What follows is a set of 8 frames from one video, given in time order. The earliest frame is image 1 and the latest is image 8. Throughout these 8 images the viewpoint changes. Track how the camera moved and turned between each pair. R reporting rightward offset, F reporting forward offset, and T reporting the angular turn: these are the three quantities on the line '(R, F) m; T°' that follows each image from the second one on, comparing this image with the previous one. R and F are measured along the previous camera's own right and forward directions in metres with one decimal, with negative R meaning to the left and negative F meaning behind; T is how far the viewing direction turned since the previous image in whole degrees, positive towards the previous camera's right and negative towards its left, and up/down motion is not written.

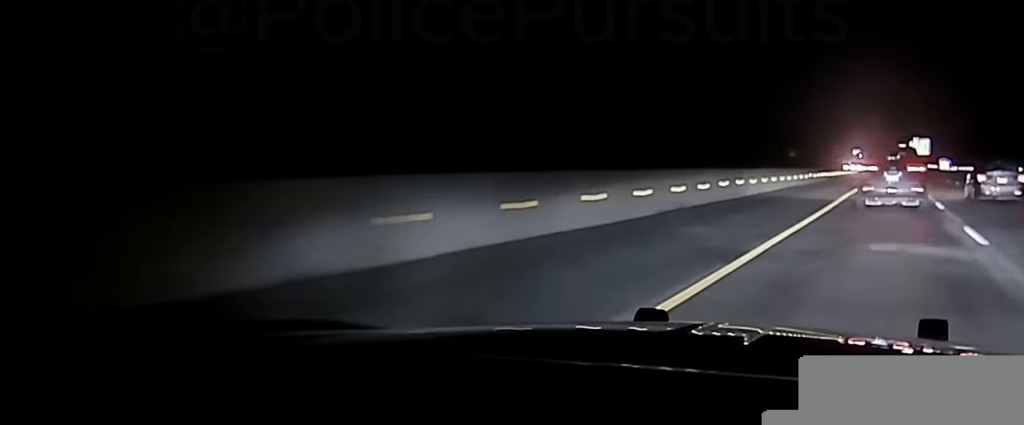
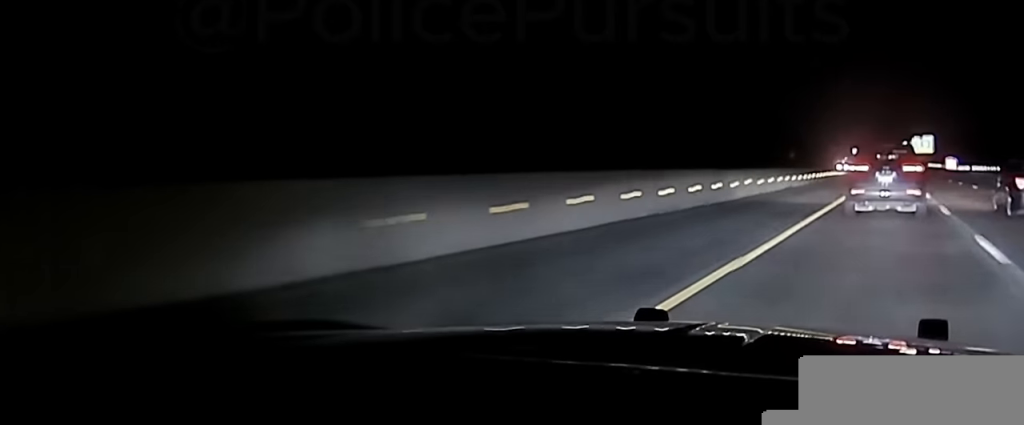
(0.0, +25.2) m; 0°
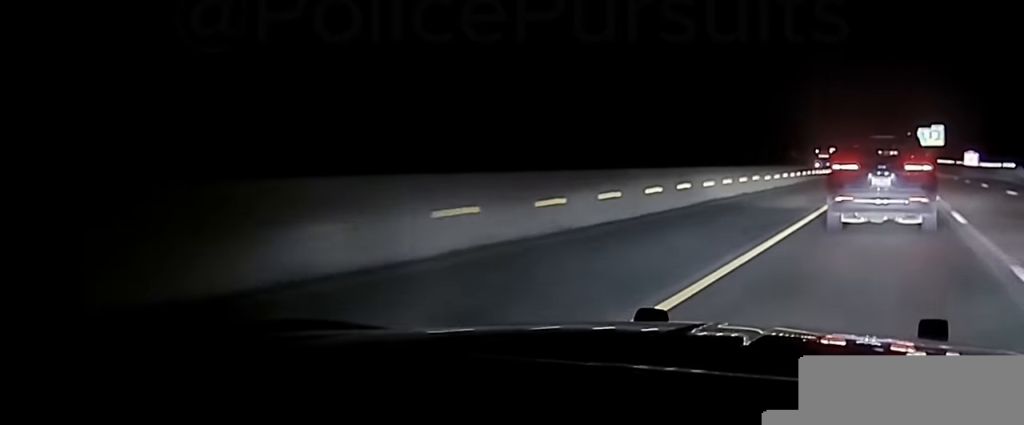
(-0.2, +48.3) m; 0°
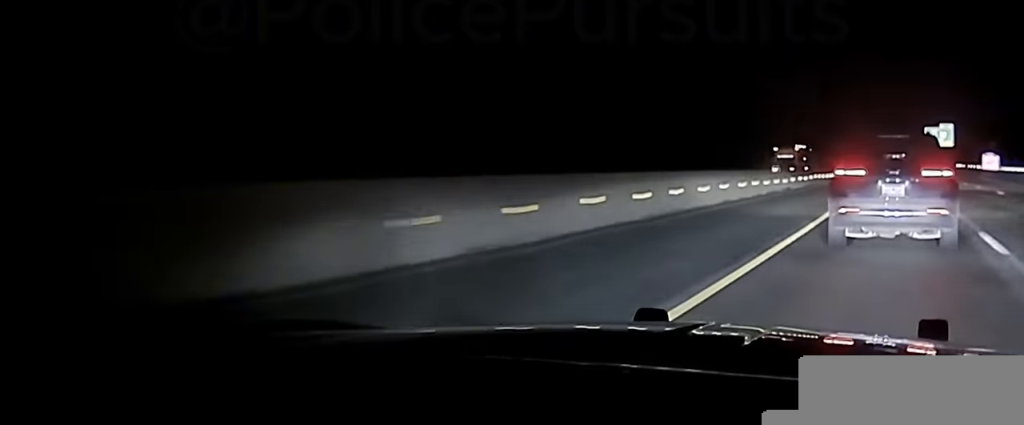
(0.0, +26.0) m; 0°
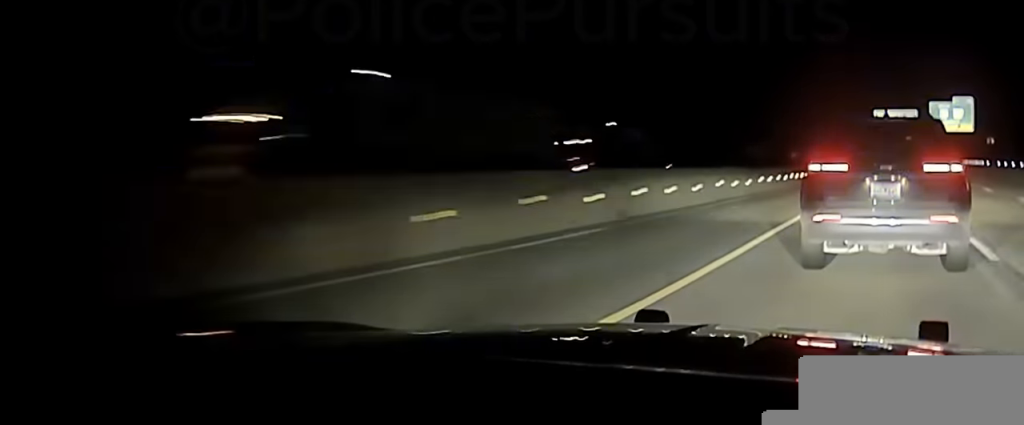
(+0.4, +75.1) m; 0°
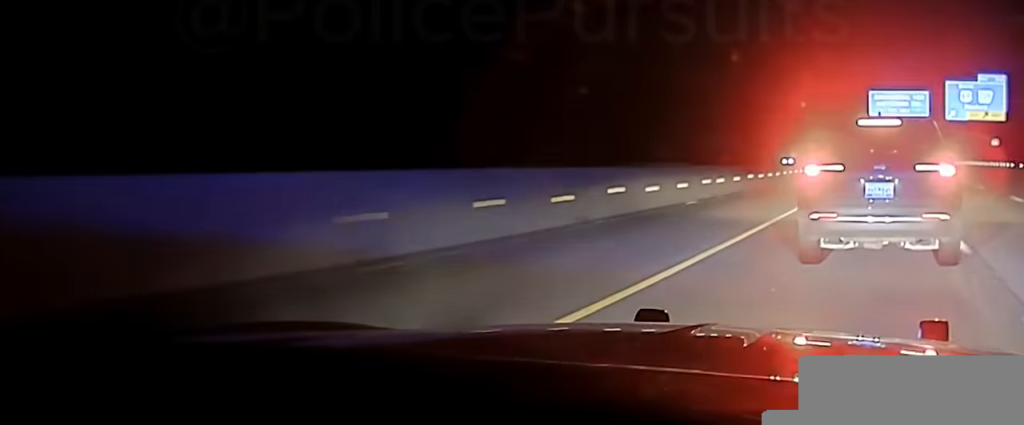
(+0.1, +40.7) m; 0°
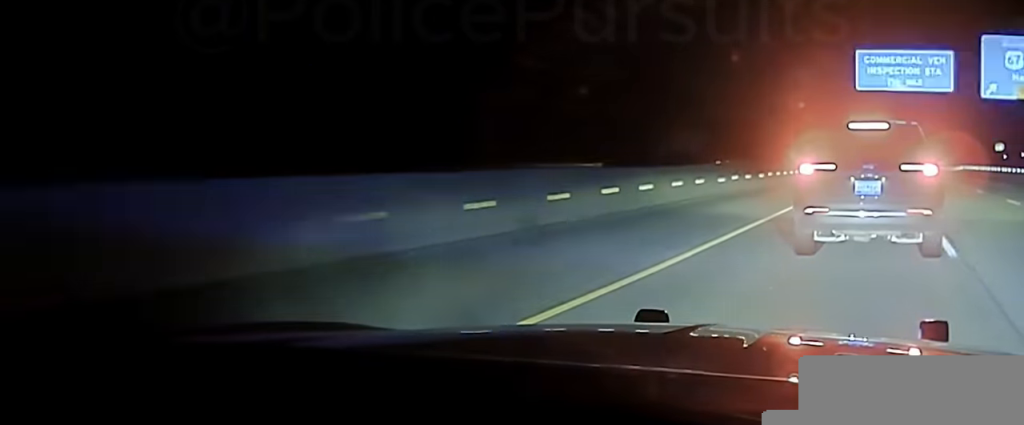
(-0.4, +40.0) m; 0°
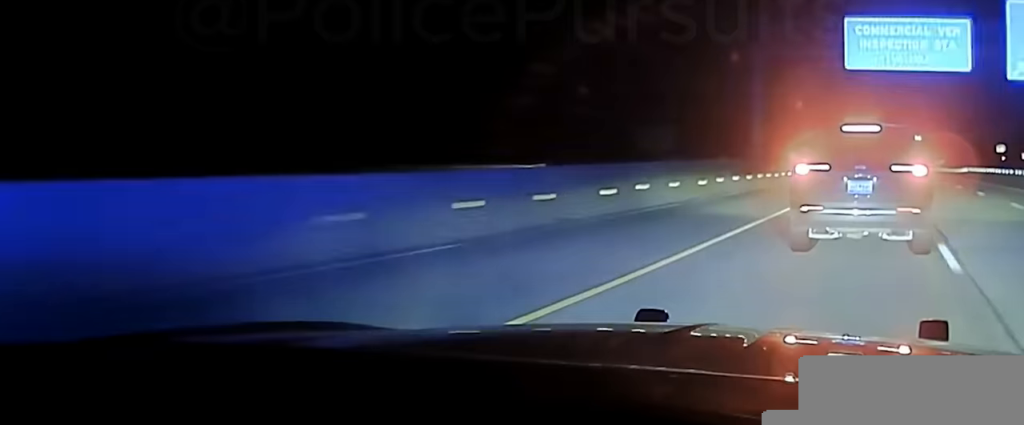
(-0.1, +14.5) m; 0°
